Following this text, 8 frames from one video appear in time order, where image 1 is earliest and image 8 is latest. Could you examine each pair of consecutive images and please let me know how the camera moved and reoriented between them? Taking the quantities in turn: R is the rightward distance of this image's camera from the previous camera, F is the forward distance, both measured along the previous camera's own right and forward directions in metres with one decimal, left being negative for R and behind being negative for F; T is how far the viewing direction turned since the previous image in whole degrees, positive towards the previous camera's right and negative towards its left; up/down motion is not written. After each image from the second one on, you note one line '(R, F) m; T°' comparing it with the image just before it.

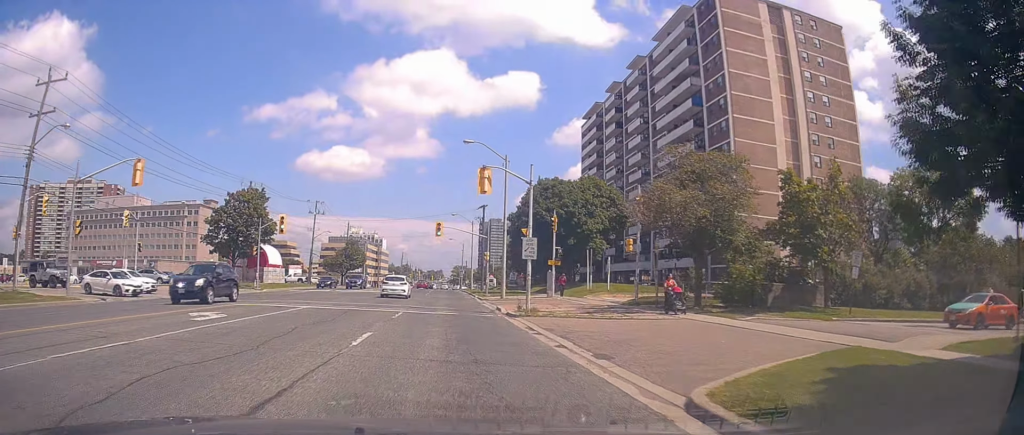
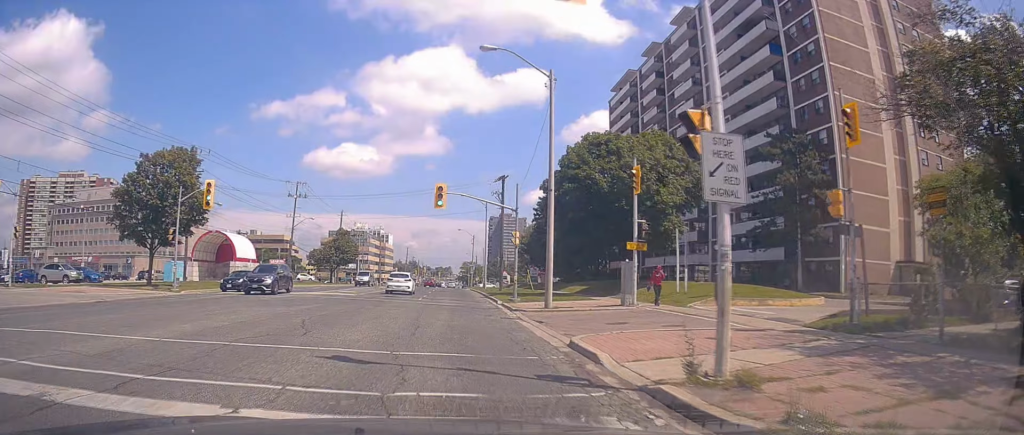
(-0.5, +17.2) m; -5°
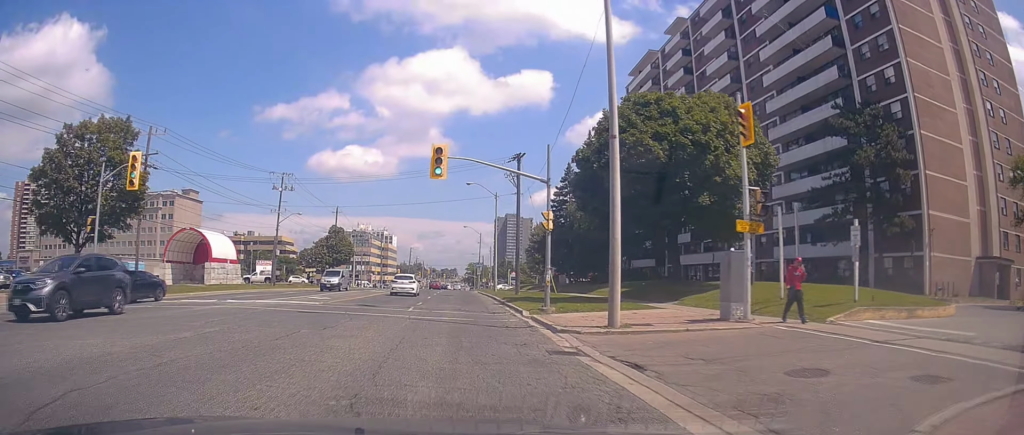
(-0.7, +9.2) m; 0°
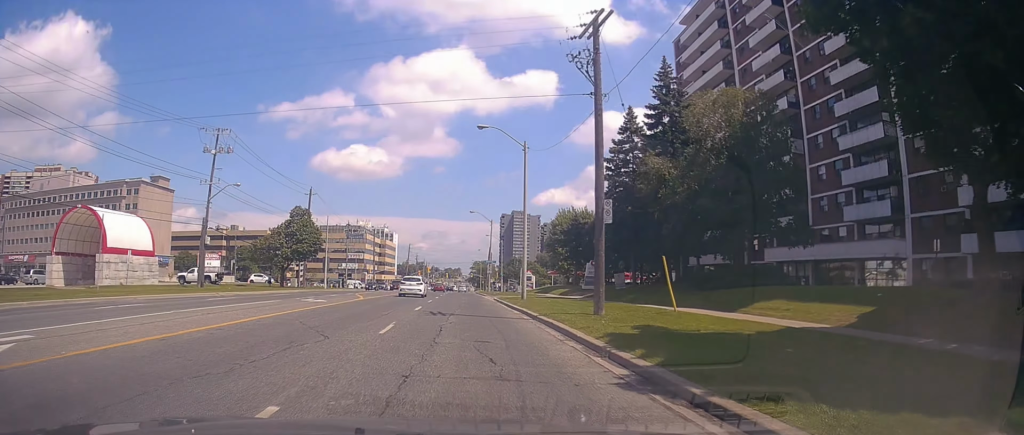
(+1.4, +22.4) m; +3°
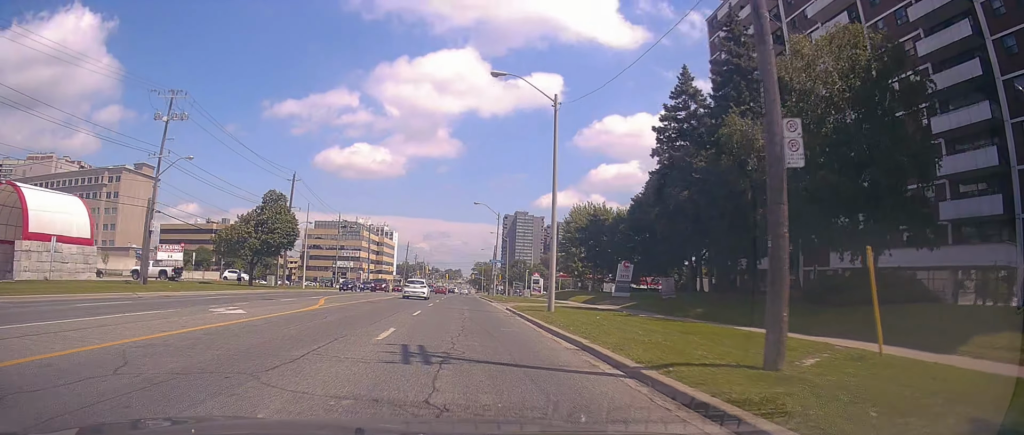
(-0.1, +10.5) m; -2°
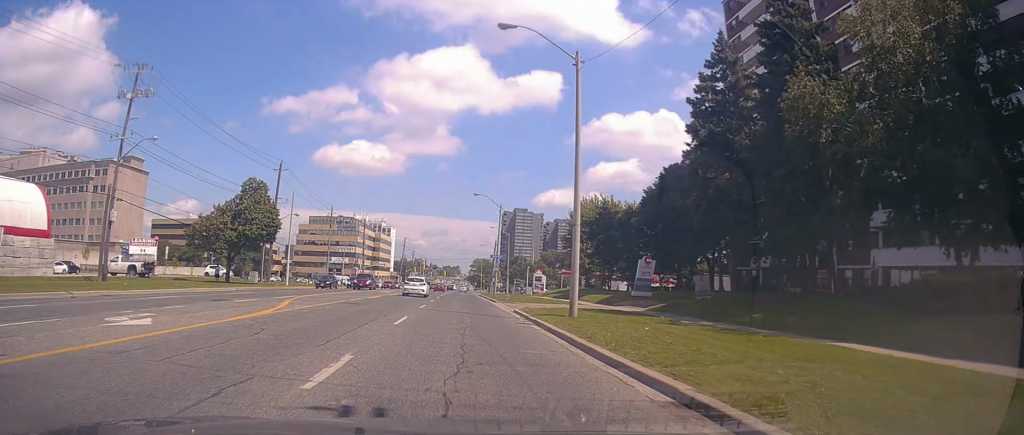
(-0.2, +5.5) m; -1°
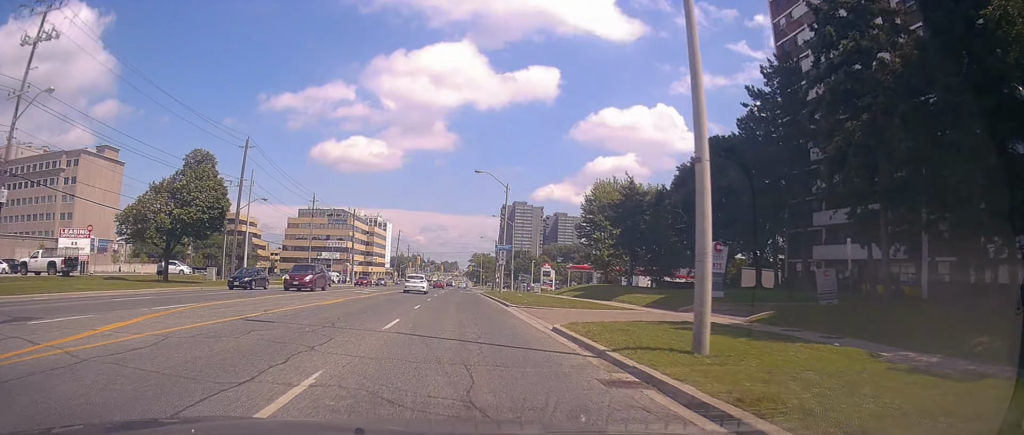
(-0.1, +11.4) m; 0°
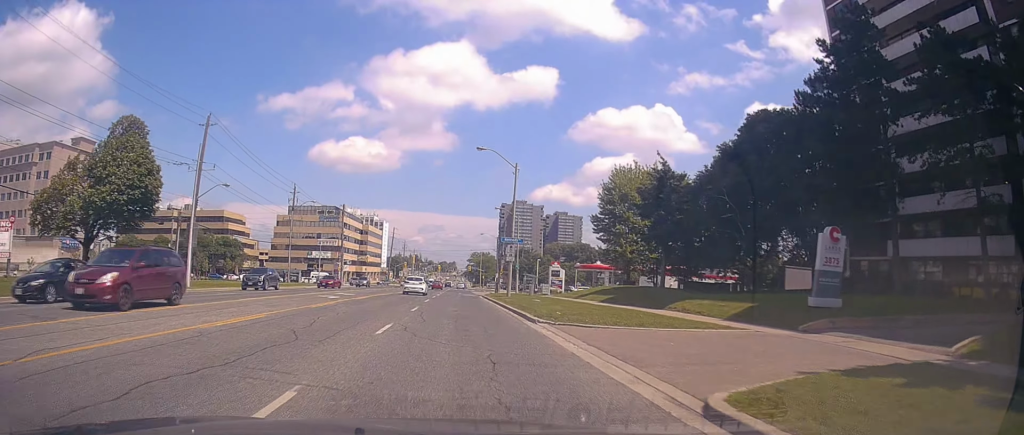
(+0.1, +10.0) m; +1°
